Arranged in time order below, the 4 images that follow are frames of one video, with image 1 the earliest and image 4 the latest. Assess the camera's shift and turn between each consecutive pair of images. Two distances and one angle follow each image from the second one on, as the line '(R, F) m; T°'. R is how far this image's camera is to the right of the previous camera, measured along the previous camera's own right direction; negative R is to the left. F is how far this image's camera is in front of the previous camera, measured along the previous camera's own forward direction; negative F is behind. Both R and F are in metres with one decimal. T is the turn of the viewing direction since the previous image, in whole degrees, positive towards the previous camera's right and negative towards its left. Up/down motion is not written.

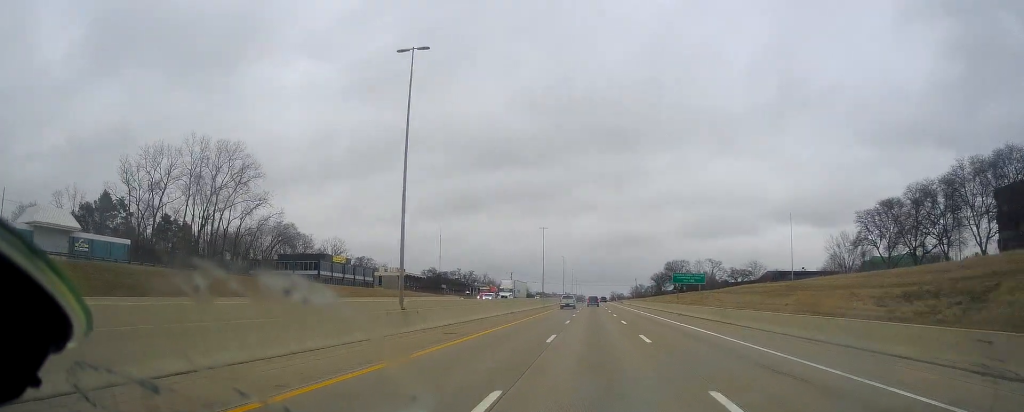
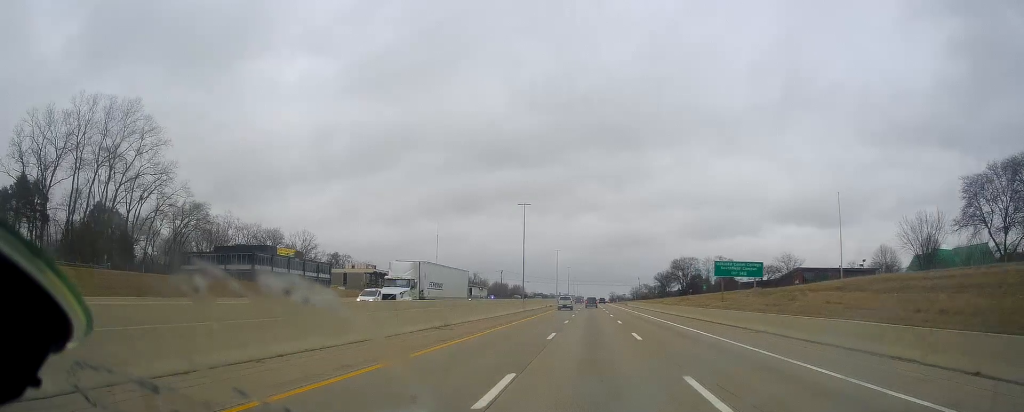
(-0.1, +28.1) m; 0°
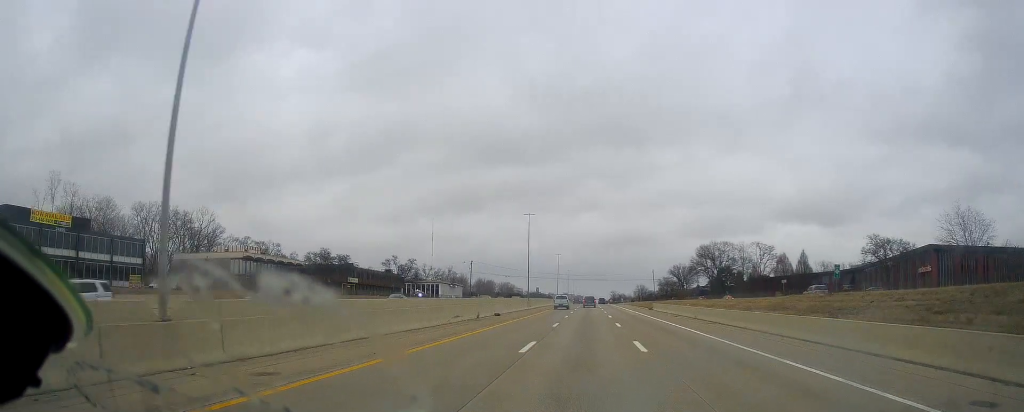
(+0.3, +66.7) m; +1°
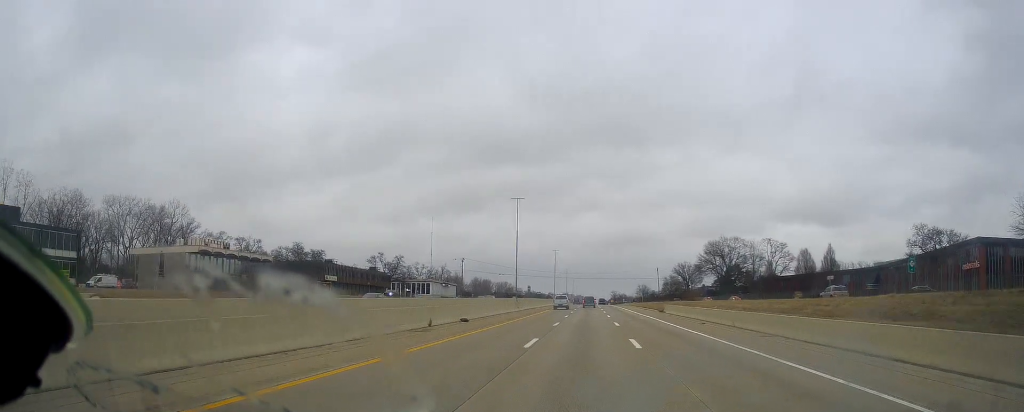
(0.0, +13.9) m; 0°
